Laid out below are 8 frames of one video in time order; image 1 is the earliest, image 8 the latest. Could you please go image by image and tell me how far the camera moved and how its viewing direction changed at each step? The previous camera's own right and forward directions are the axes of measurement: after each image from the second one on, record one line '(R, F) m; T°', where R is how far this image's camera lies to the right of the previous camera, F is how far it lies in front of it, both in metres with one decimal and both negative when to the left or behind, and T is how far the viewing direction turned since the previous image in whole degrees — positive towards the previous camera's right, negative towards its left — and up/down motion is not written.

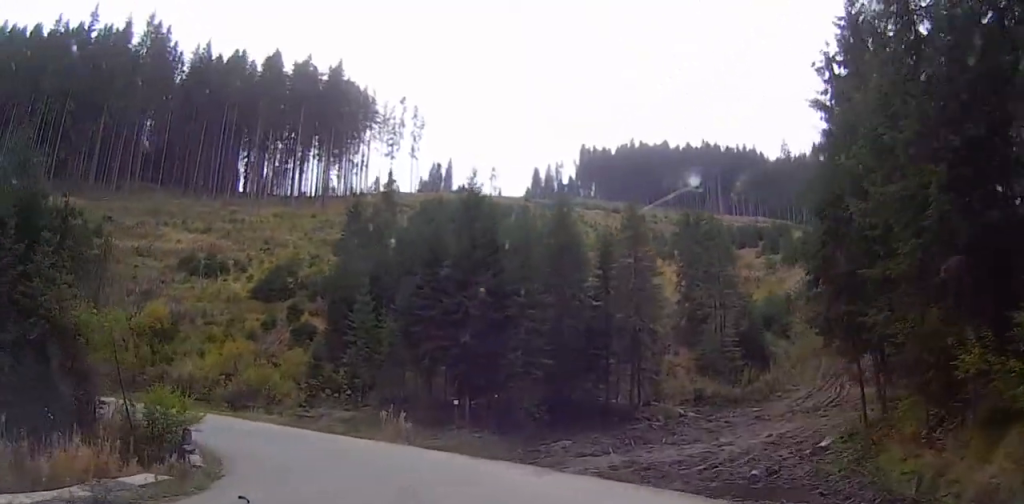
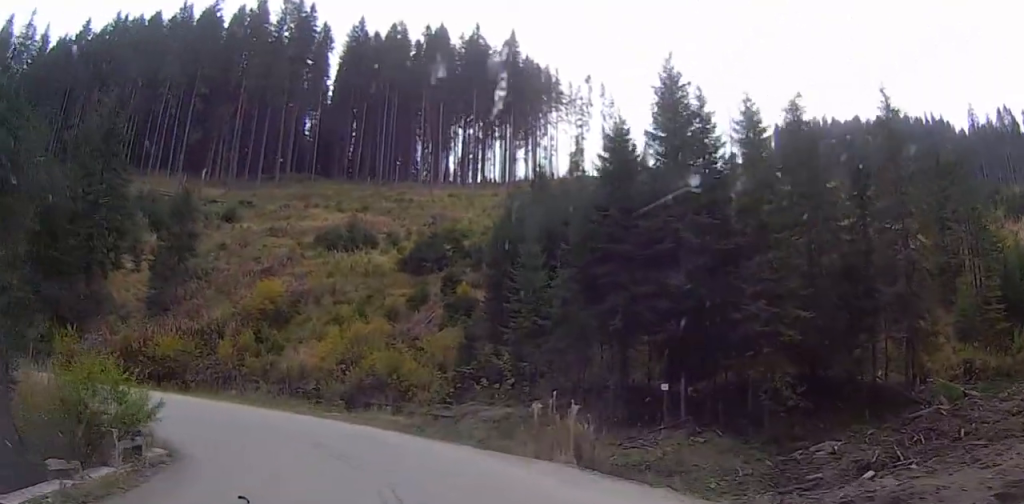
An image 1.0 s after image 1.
(-3.3, +14.3) m; -13°
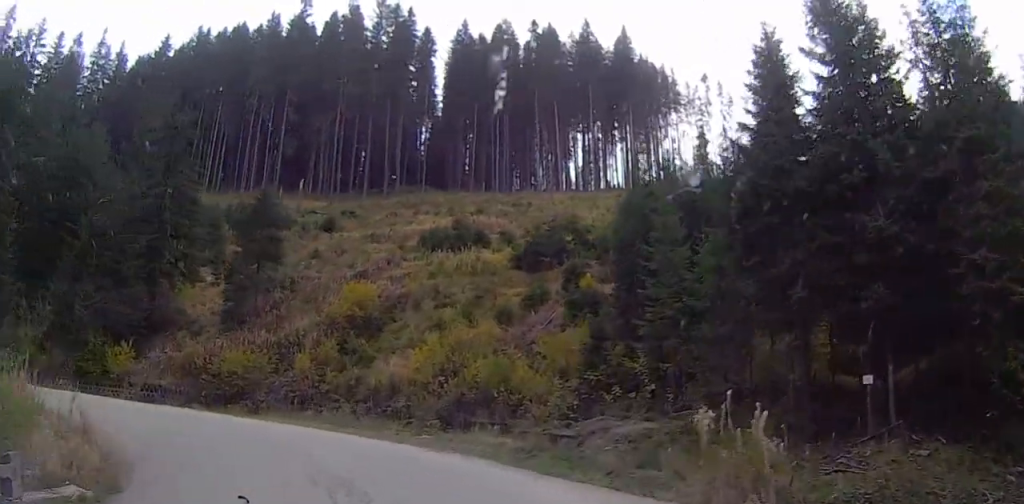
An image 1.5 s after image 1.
(-0.1, +7.5) m; -9°
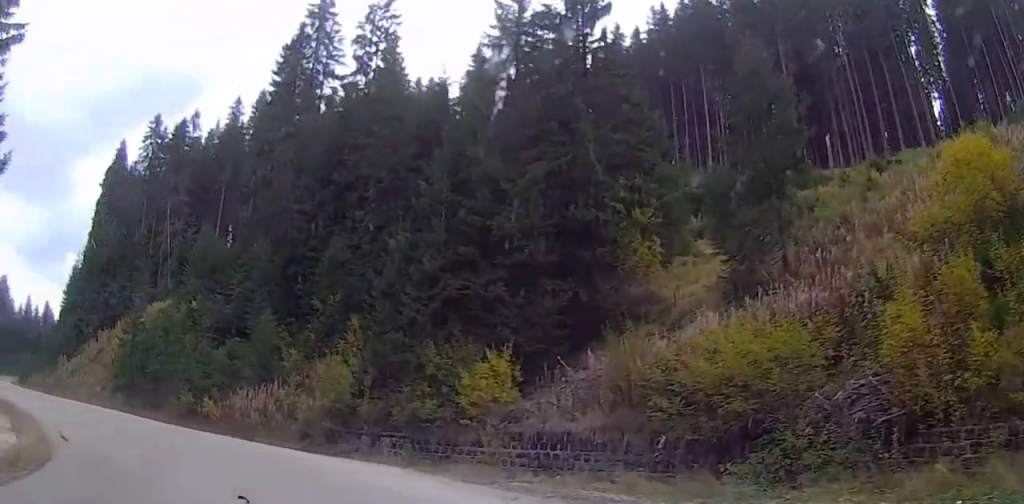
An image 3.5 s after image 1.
(-9.6, +22.2) m; -48°
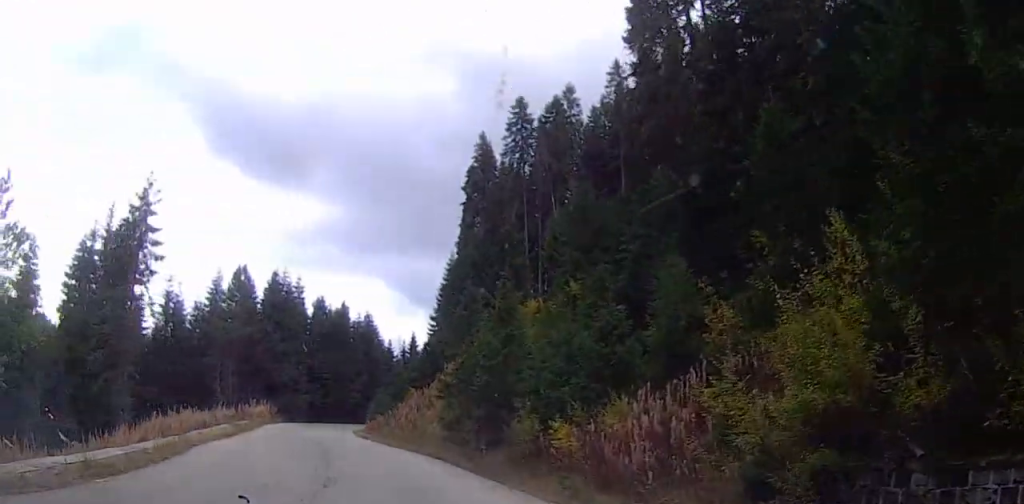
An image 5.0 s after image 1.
(-3.3, +18.9) m; -20°
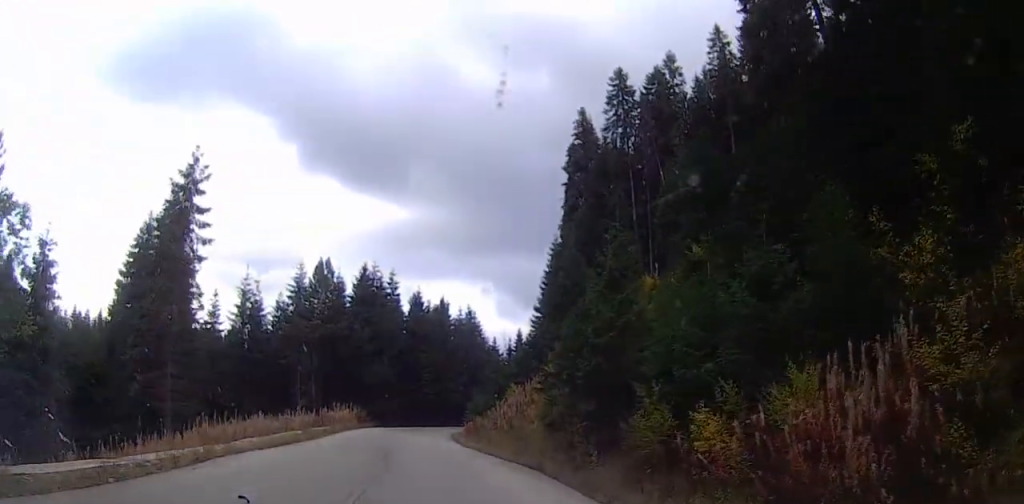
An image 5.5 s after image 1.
(-0.8, +6.5) m; -13°
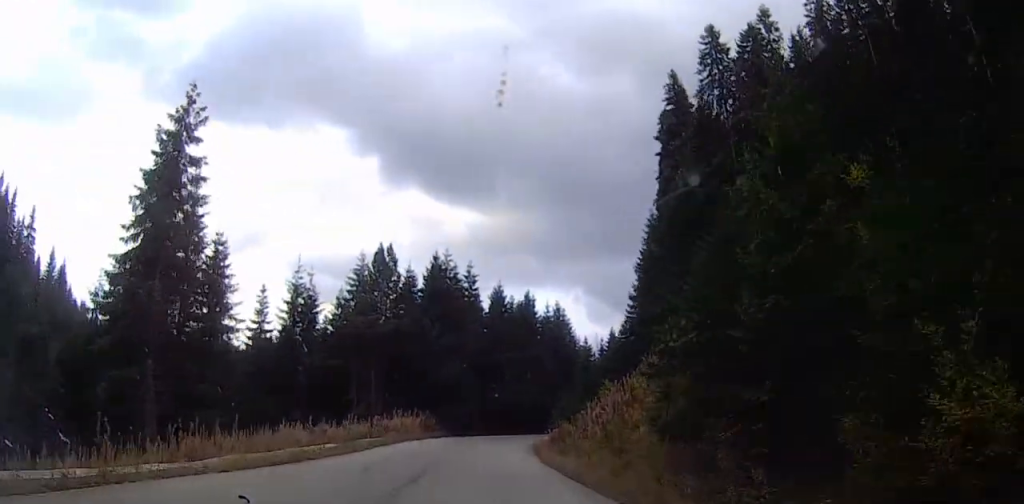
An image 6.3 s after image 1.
(-1.1, +9.1) m; -18°
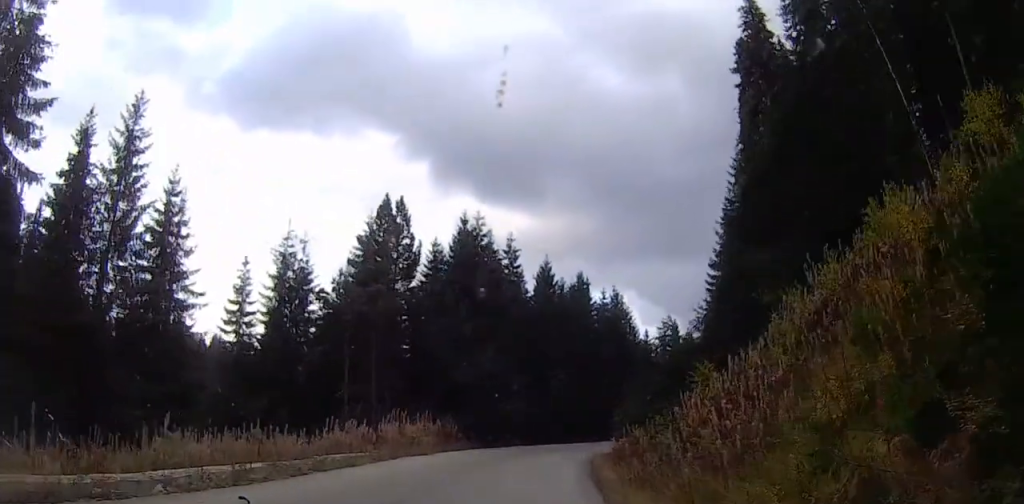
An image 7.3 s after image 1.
(-3.4, +13.6) m; -13°
